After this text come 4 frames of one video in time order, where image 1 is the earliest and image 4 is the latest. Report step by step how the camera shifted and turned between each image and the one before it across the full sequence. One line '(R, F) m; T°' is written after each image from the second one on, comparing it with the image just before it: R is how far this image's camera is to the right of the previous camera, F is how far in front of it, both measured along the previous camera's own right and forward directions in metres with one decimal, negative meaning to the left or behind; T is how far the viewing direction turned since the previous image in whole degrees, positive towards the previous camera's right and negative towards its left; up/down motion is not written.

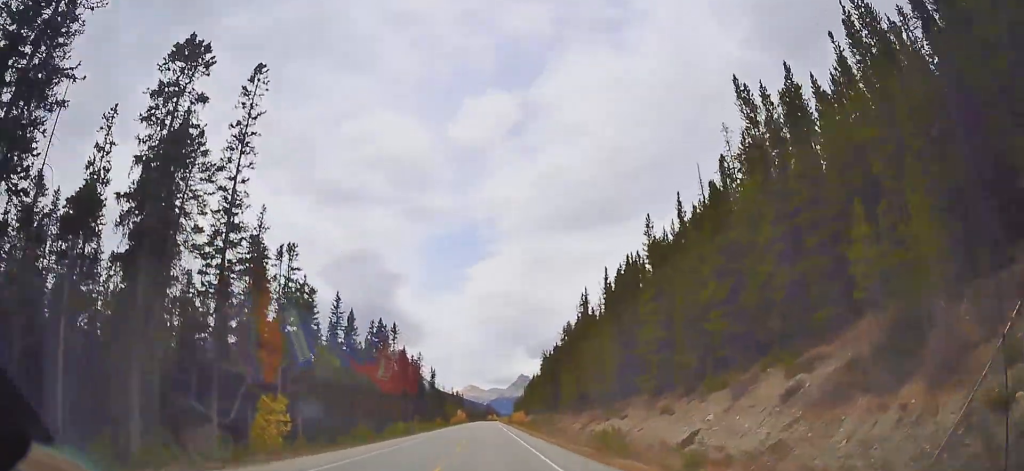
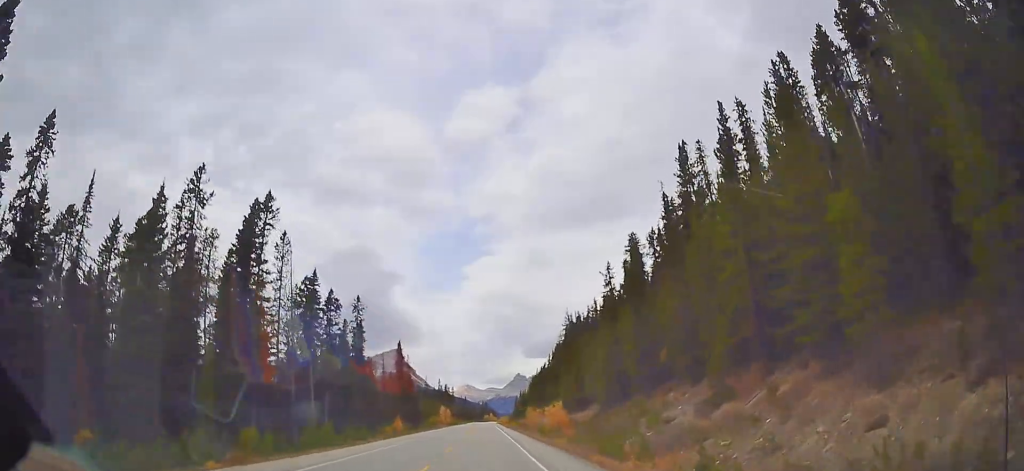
(-0.4, +76.6) m; 0°
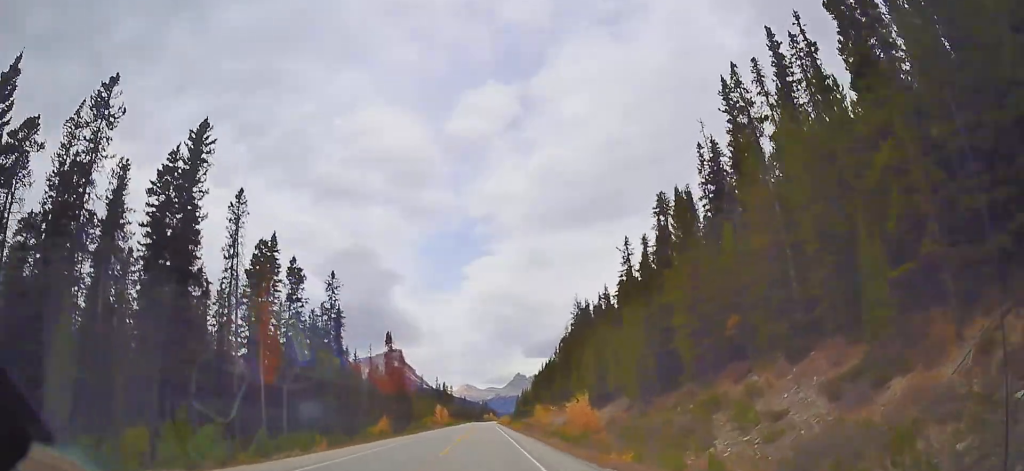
(+0.1, +15.1) m; 0°
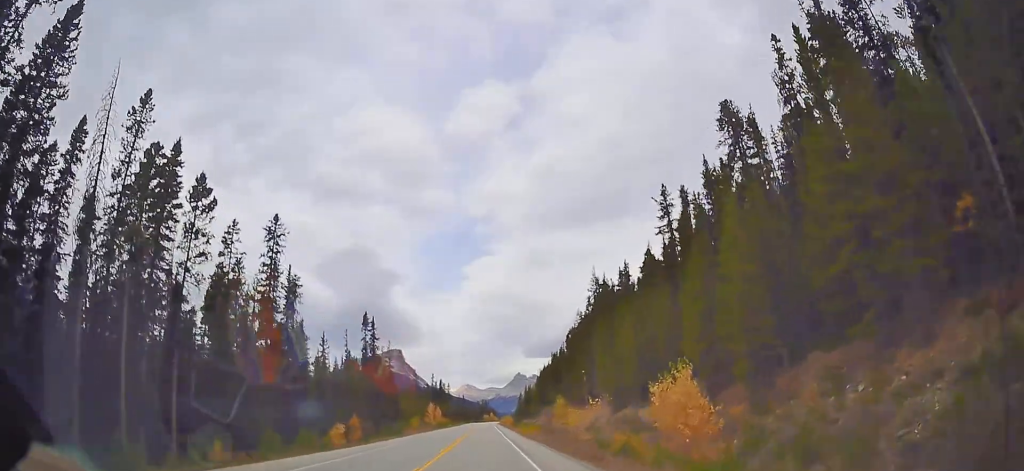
(-0.1, +22.2) m; 0°
